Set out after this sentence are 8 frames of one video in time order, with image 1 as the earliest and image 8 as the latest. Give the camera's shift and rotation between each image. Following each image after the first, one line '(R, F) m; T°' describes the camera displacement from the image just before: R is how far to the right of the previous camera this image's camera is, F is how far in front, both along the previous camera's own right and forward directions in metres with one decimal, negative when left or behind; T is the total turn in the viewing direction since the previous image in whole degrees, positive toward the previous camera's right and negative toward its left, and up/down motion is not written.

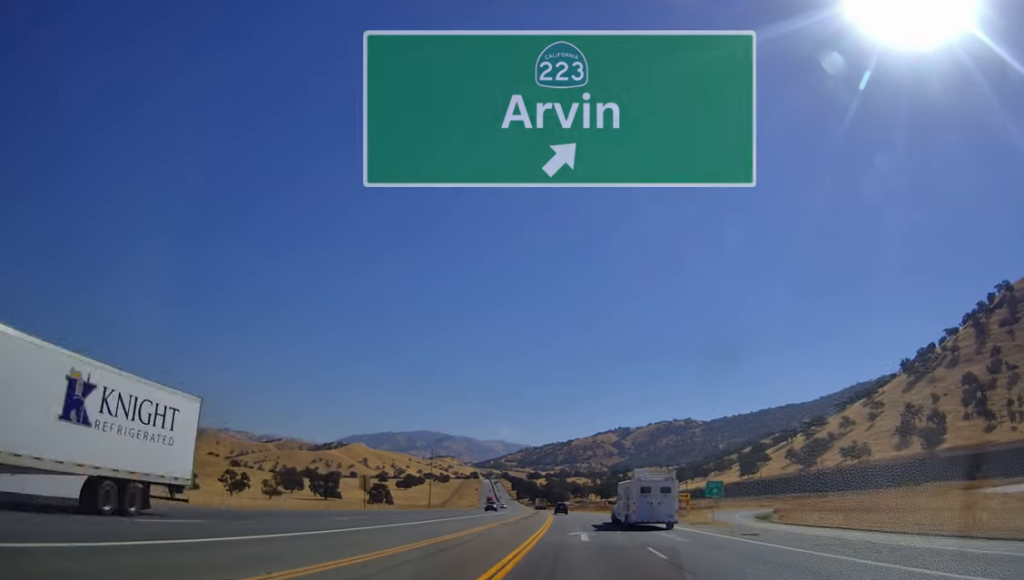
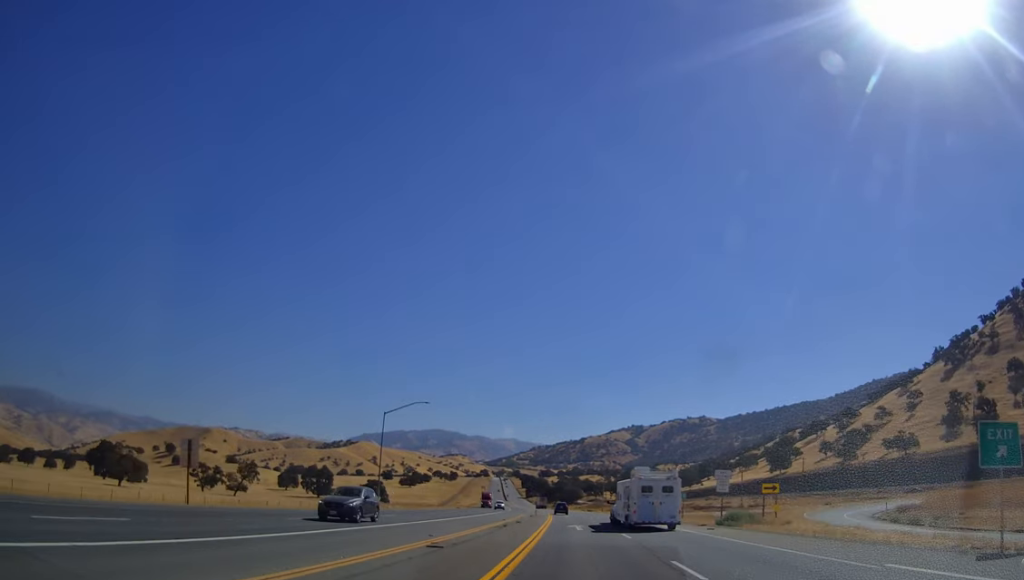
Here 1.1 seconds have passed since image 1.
(-0.4, +34.0) m; -1°
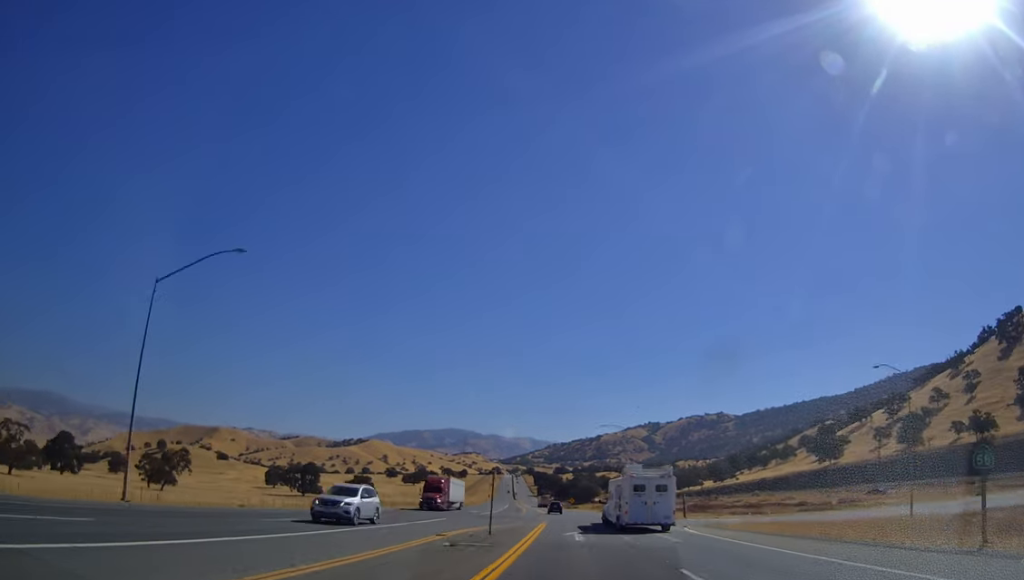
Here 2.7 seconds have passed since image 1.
(-0.5, +45.7) m; -2°
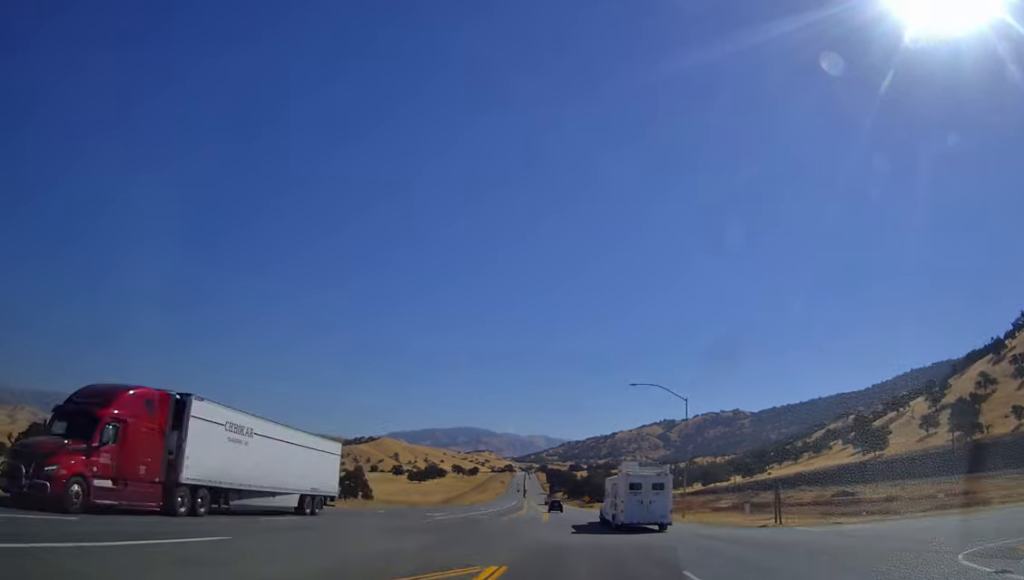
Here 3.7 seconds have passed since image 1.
(-0.3, +29.5) m; -1°
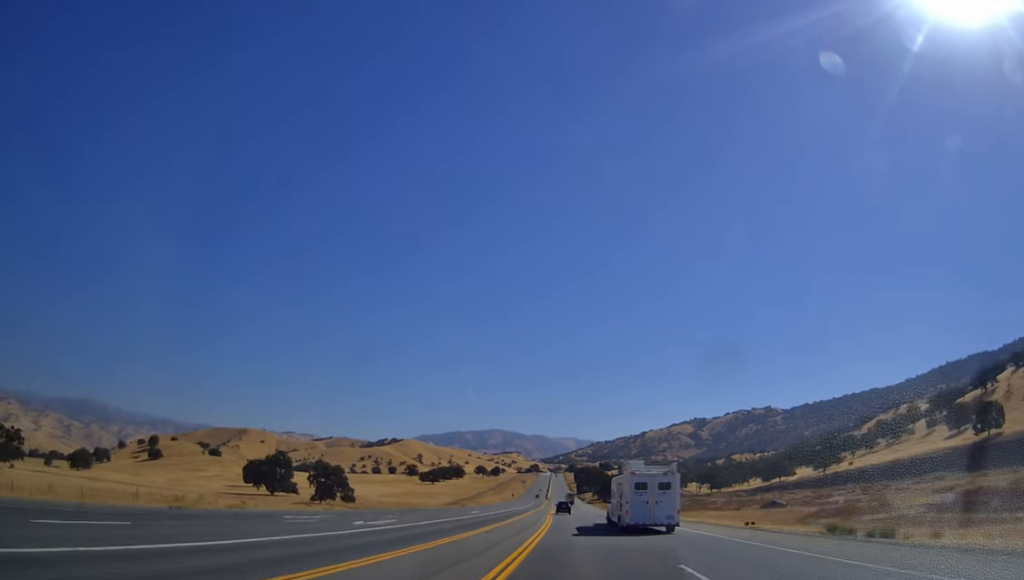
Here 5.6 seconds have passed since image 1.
(-1.4, +56.5) m; -3°
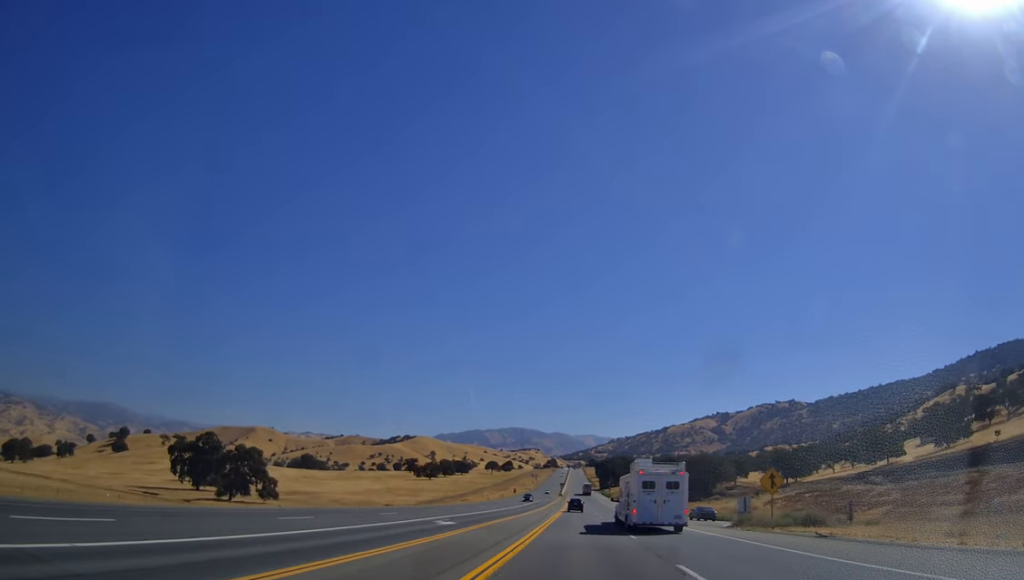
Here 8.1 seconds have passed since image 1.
(-2.4, +73.1) m; -2°
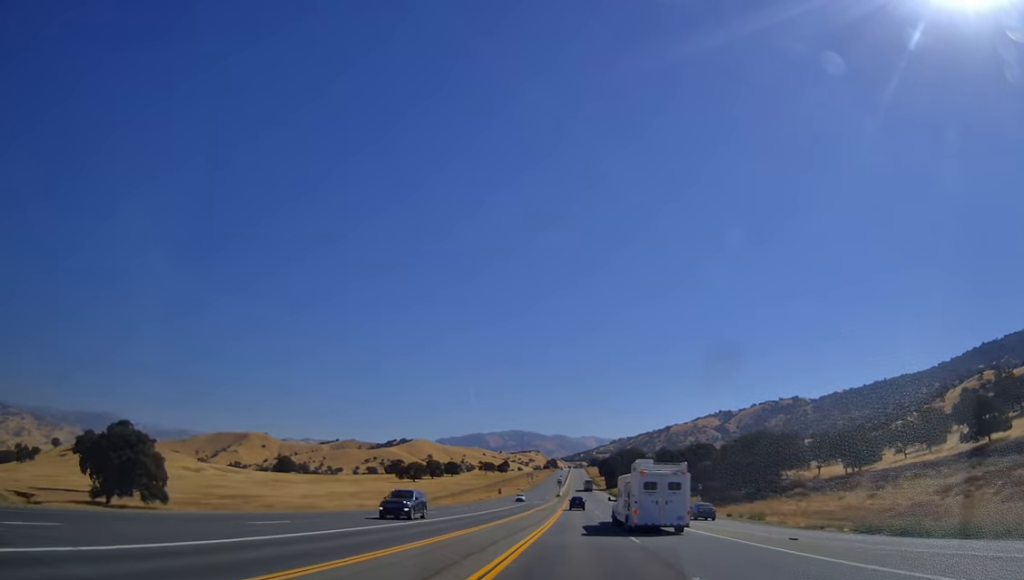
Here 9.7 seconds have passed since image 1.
(+0.2, +45.6) m; 0°
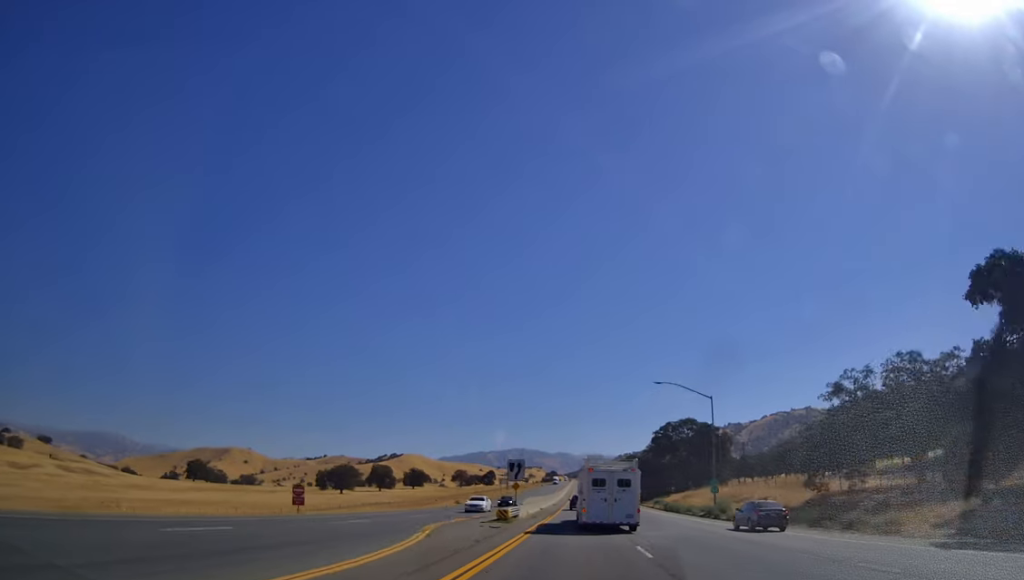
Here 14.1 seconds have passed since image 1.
(-1.2, +122.8) m; 0°
